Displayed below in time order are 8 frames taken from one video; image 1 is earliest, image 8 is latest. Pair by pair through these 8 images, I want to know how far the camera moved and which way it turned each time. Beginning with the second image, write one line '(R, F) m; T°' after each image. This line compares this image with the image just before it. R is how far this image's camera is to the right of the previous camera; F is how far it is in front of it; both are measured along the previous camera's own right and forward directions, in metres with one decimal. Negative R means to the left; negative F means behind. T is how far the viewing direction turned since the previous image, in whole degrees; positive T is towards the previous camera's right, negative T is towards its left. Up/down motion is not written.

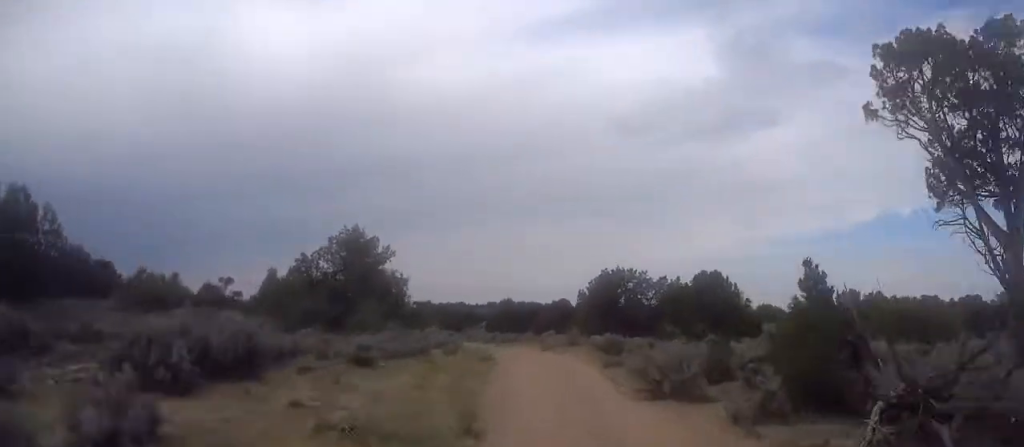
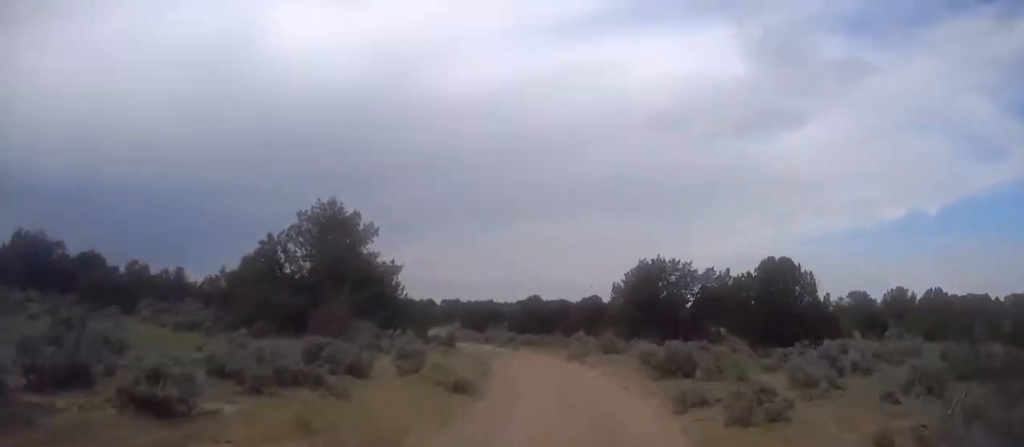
(-0.1, +9.4) m; 0°
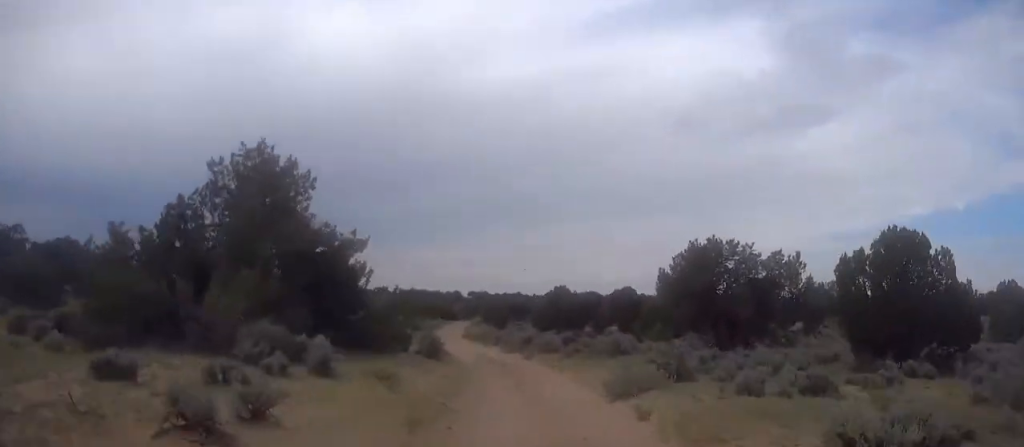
(-0.1, +11.5) m; 0°
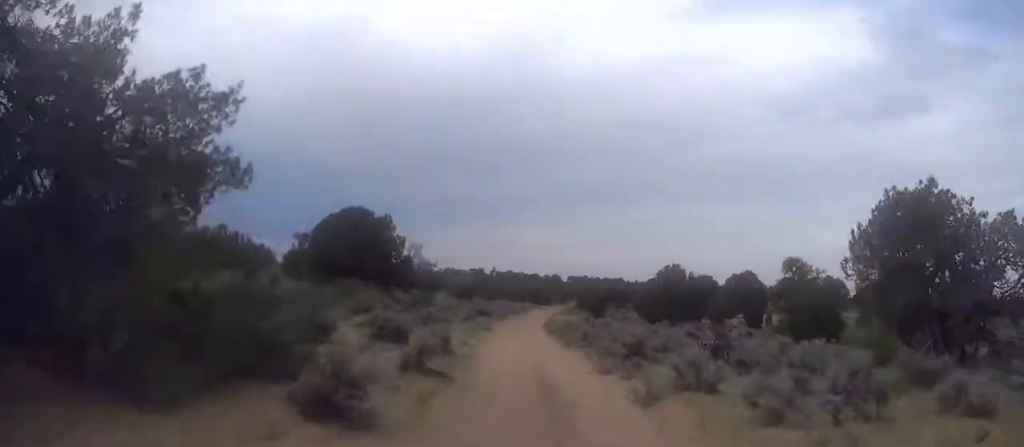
(0.0, +18.2) m; -5°
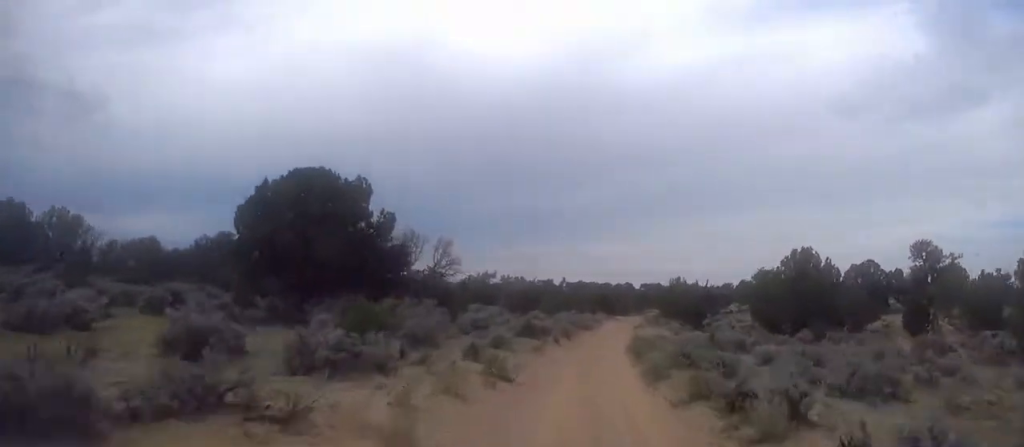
(-1.7, +20.8) m; -6°
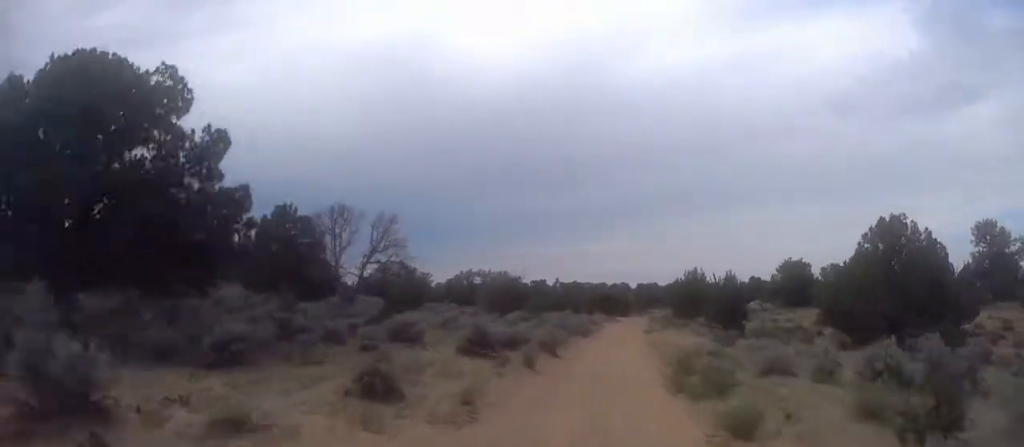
(-0.4, +15.6) m; -1°
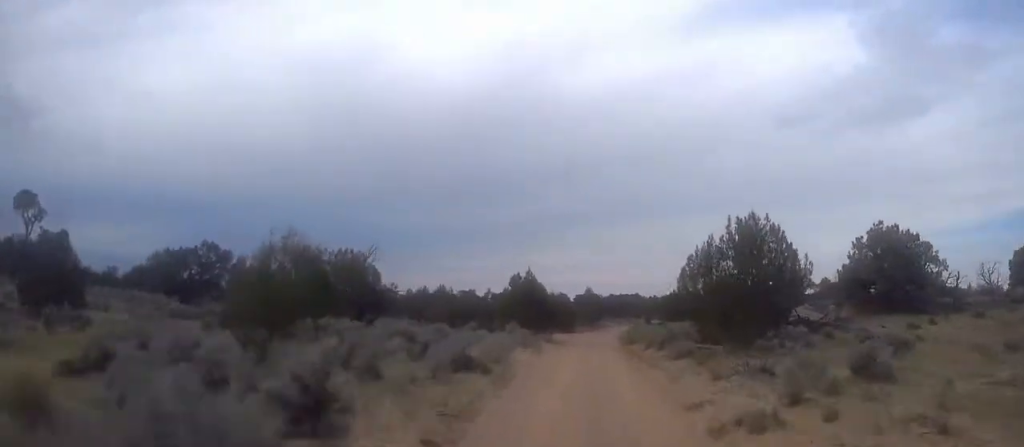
(+1.1, +41.3) m; +4°
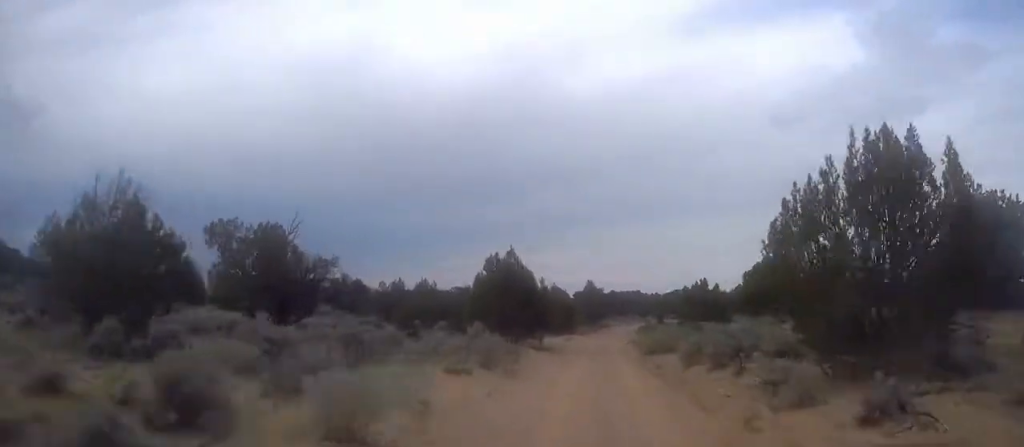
(+0.3, +13.0) m; +1°
